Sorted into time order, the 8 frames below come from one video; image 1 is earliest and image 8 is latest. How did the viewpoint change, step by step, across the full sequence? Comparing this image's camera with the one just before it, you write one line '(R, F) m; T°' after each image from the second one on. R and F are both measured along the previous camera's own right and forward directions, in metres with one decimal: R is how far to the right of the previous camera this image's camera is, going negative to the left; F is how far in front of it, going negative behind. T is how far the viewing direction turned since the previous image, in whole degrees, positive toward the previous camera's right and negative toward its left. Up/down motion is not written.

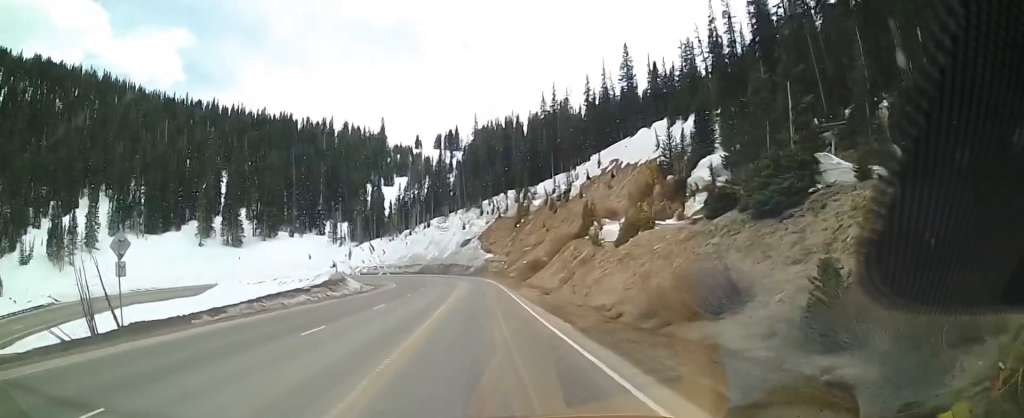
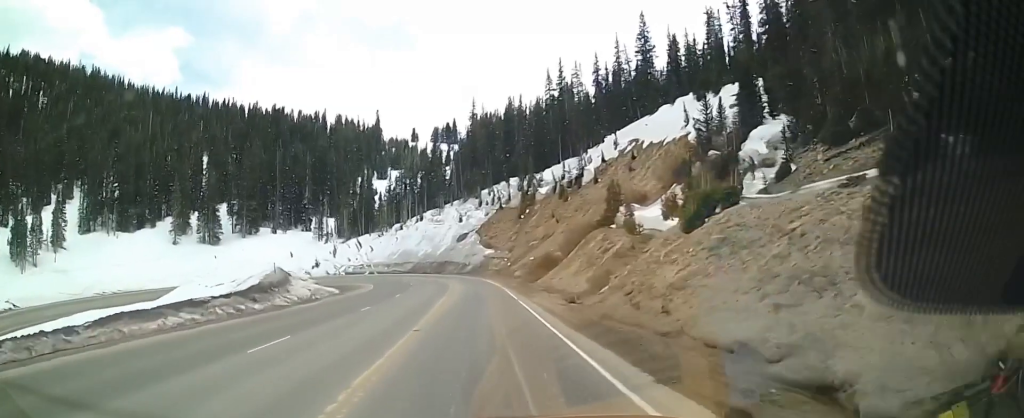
(+0.8, +16.2) m; +5°
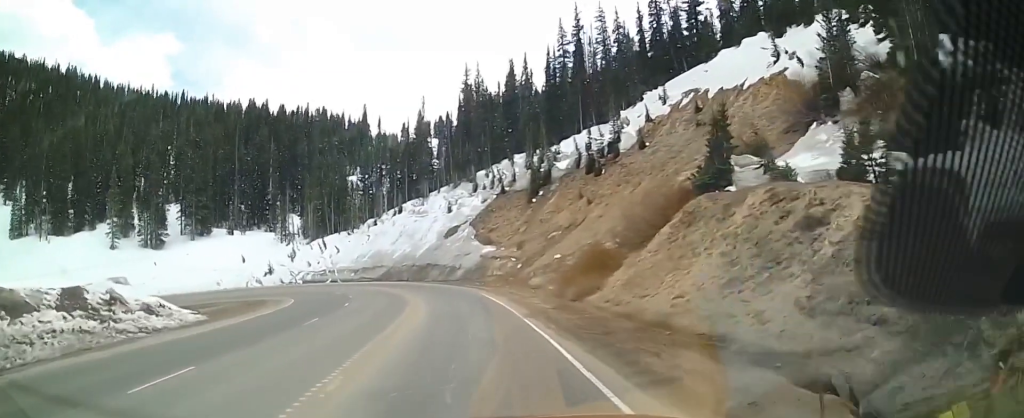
(+0.7, +30.7) m; 0°
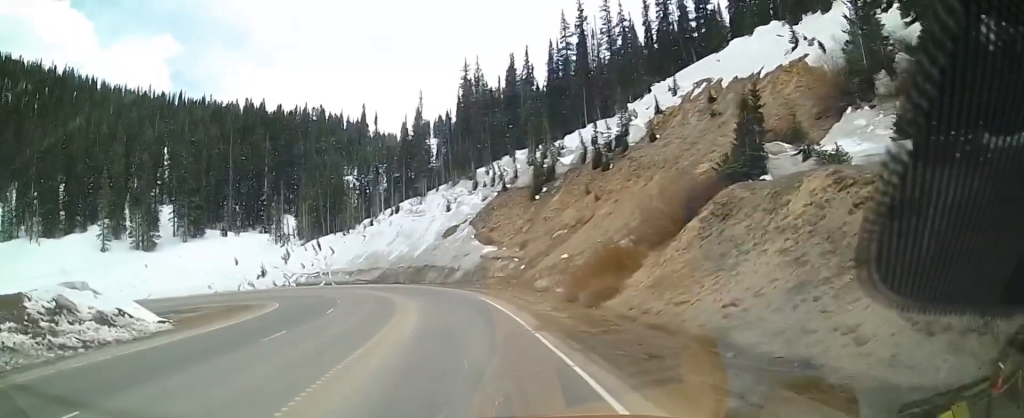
(0.0, +4.2) m; 0°
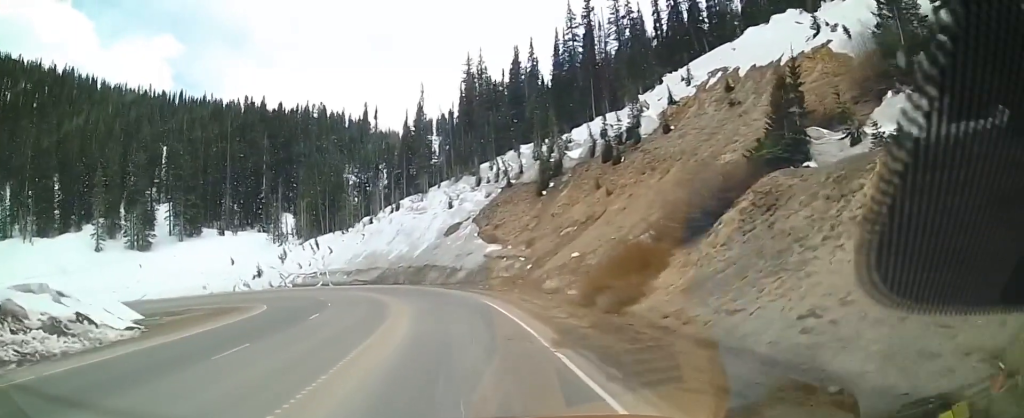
(0.0, +3.7) m; 0°
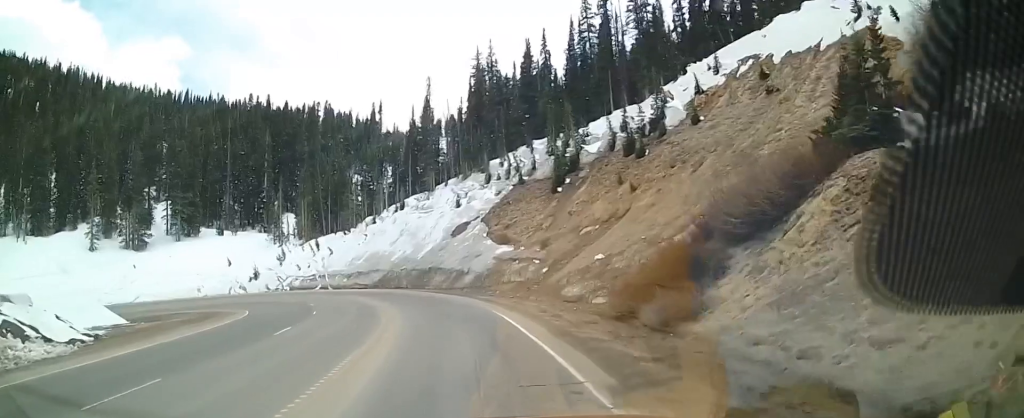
(0.0, +5.7) m; 0°
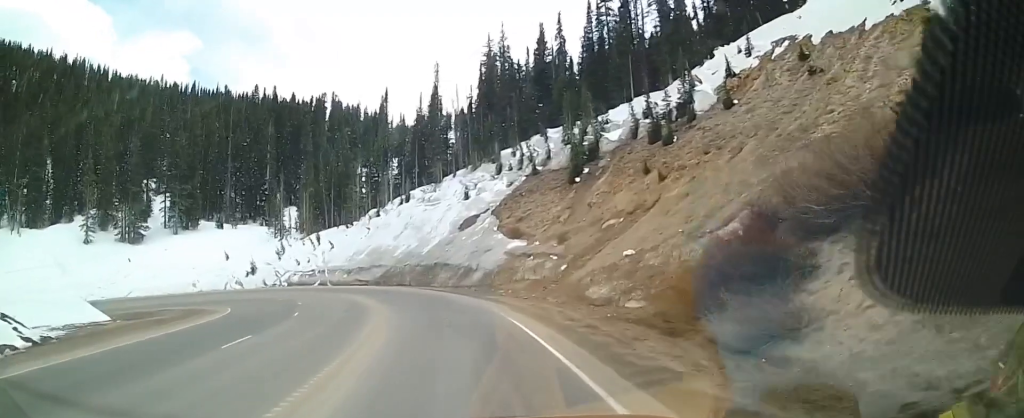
(0.0, +5.2) m; +1°
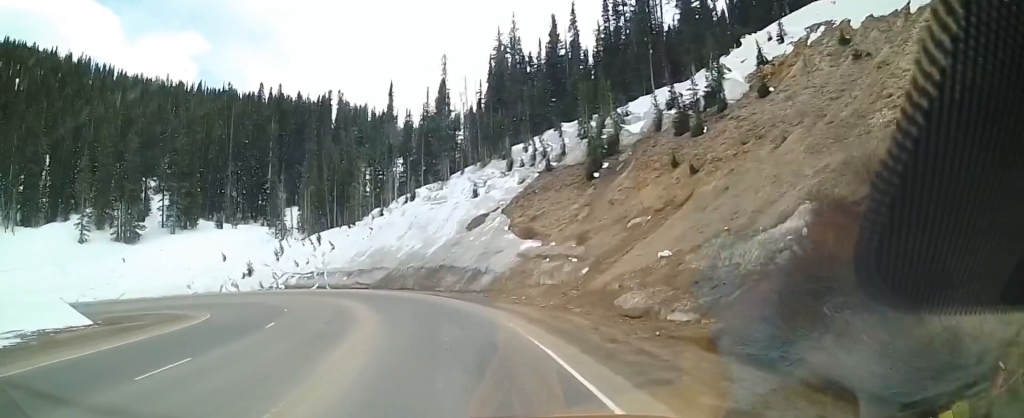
(+0.1, +4.8) m; +1°
